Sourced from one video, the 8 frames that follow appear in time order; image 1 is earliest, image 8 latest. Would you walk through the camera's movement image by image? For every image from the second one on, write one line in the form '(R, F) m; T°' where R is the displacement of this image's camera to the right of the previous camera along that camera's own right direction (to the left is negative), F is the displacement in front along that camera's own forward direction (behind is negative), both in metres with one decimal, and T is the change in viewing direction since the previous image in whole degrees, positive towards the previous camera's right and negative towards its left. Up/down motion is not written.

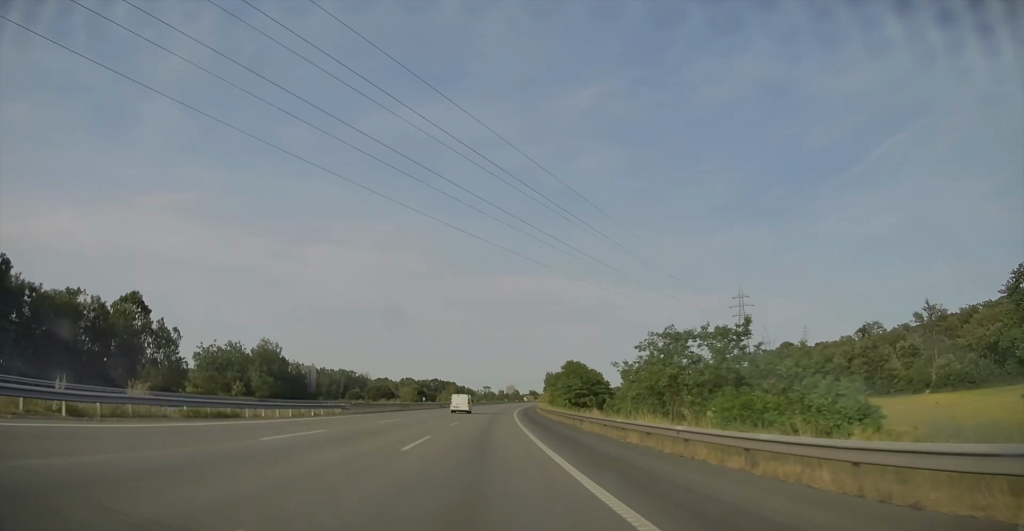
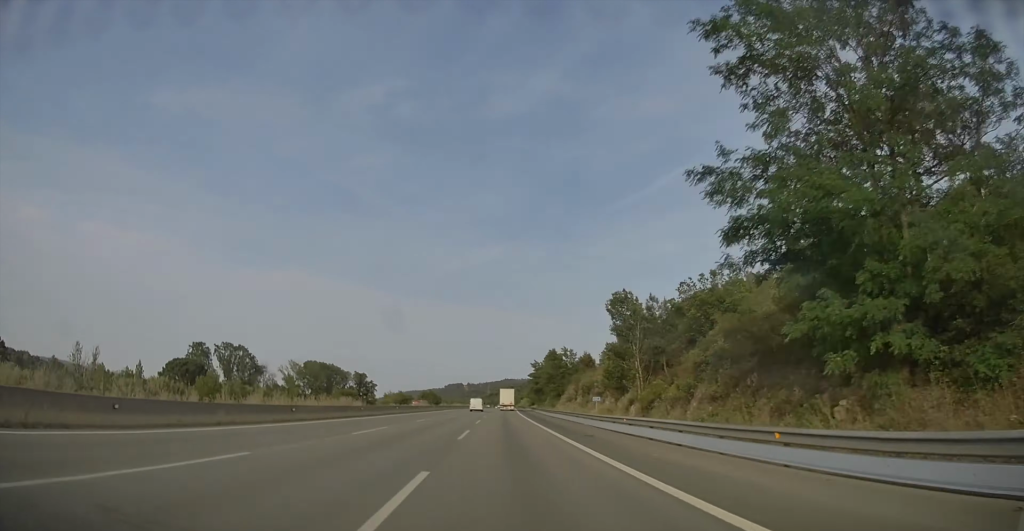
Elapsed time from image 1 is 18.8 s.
(+118.9, +622.0) m; +17°
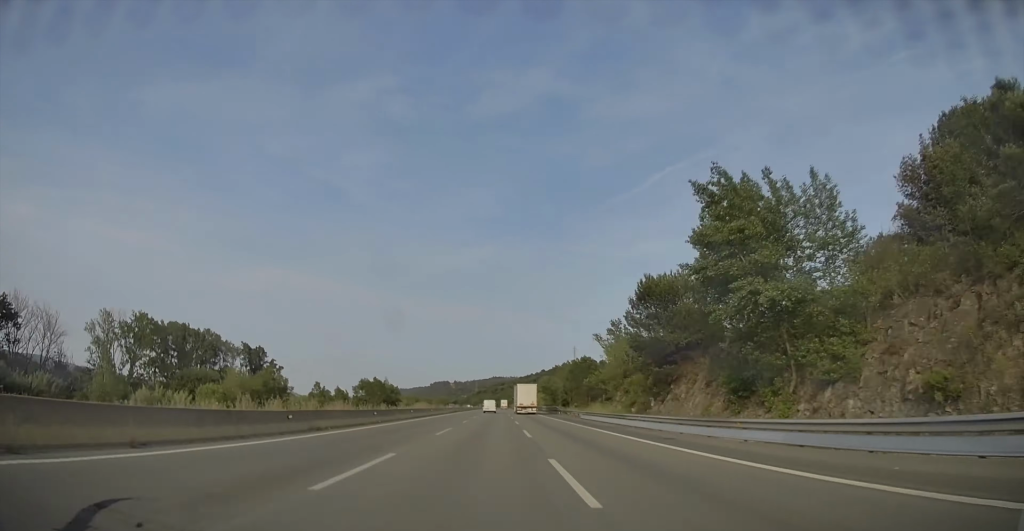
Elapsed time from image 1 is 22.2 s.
(+2.3, +113.7) m; +1°
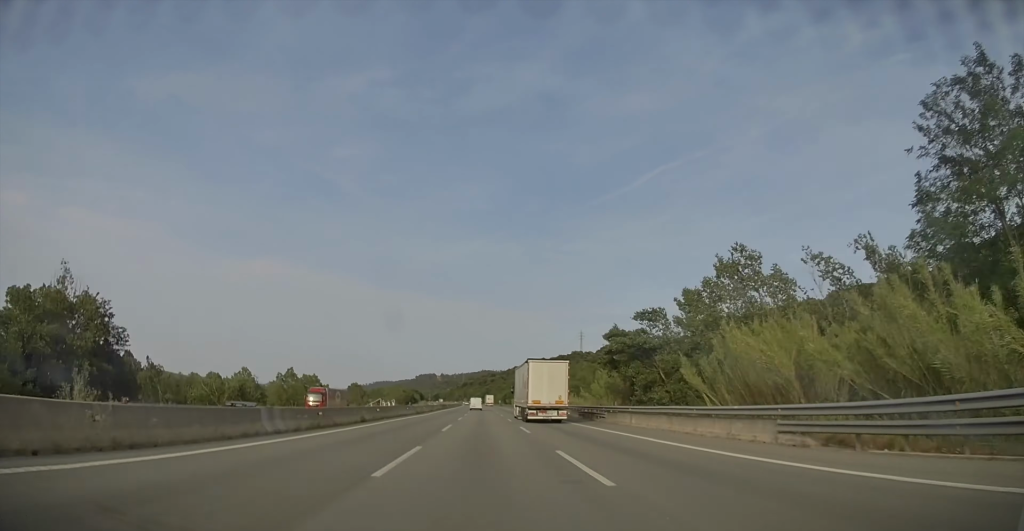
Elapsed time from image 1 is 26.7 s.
(+0.8, +154.9) m; 0°
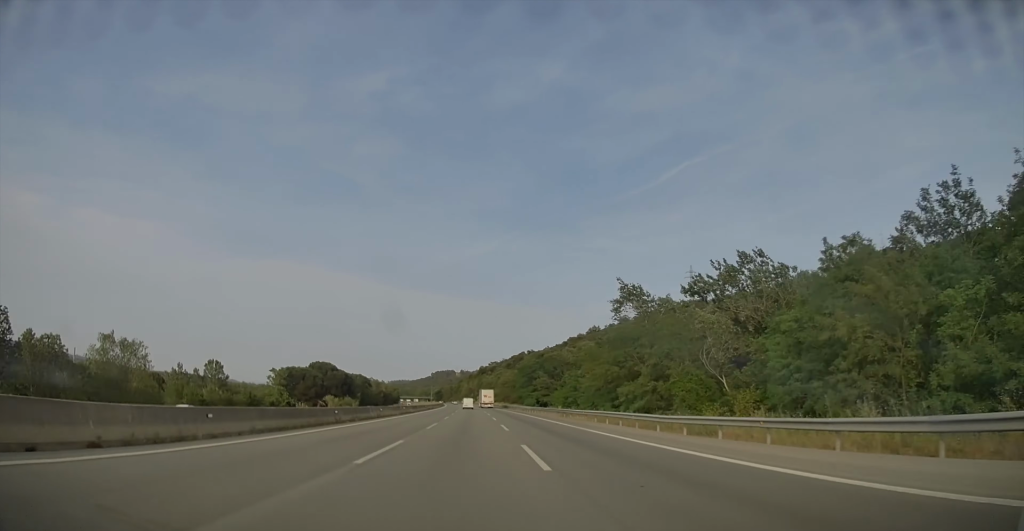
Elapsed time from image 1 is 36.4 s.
(-6.1, +329.0) m; -3°
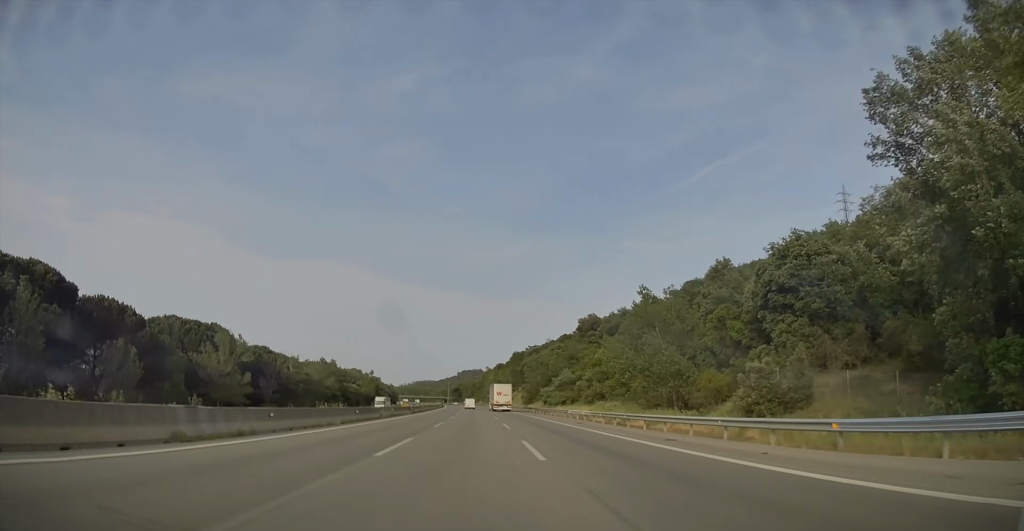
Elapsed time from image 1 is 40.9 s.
(-0.8, +152.0) m; -2°
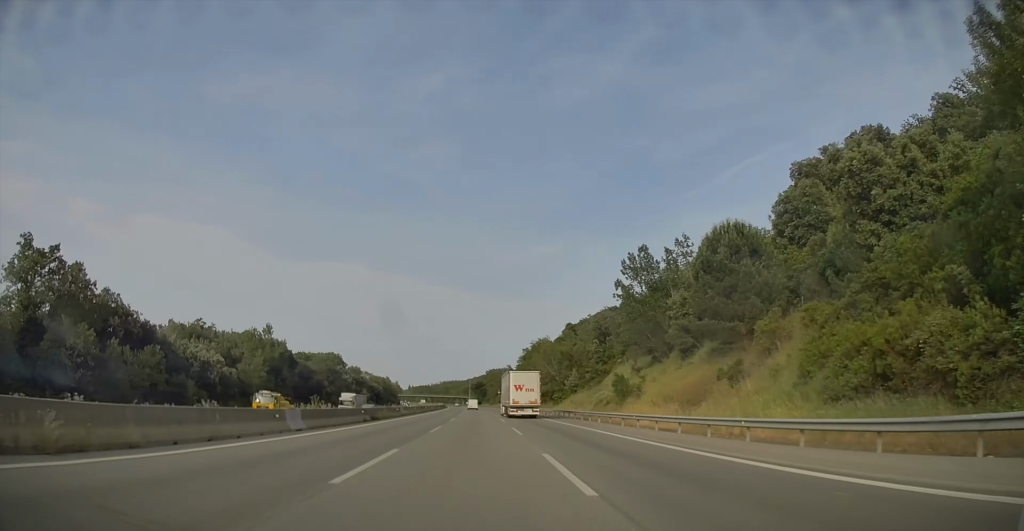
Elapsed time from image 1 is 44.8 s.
(-4.4, +131.0) m; -2°
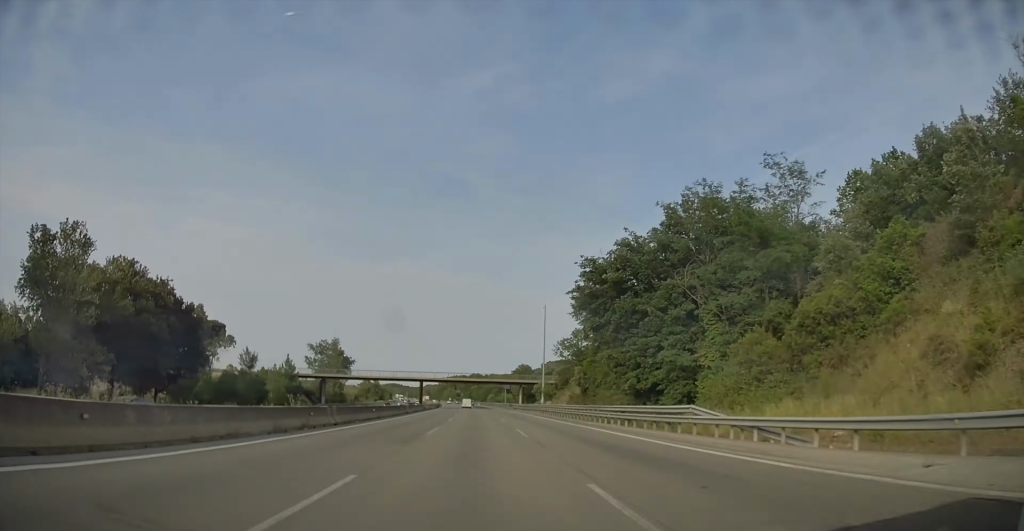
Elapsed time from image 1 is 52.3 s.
(-10.1, +250.8) m; -5°
